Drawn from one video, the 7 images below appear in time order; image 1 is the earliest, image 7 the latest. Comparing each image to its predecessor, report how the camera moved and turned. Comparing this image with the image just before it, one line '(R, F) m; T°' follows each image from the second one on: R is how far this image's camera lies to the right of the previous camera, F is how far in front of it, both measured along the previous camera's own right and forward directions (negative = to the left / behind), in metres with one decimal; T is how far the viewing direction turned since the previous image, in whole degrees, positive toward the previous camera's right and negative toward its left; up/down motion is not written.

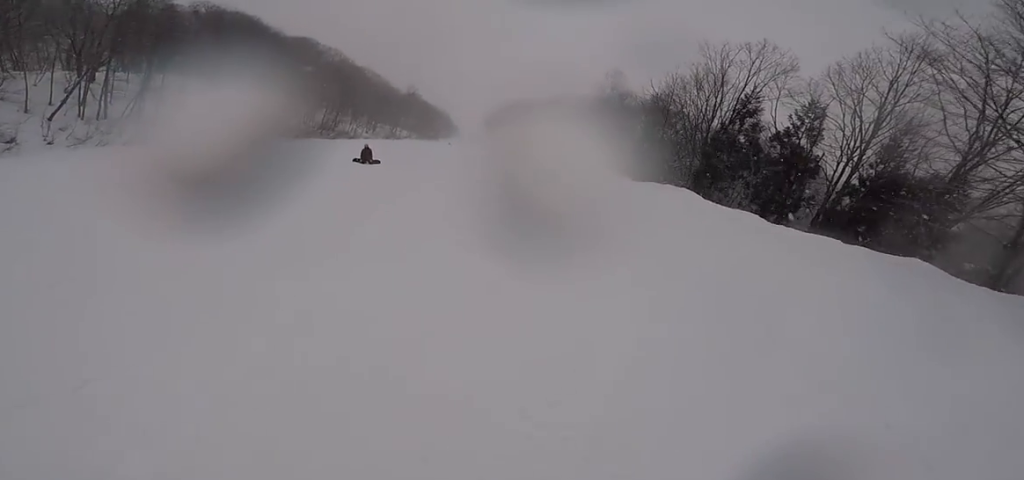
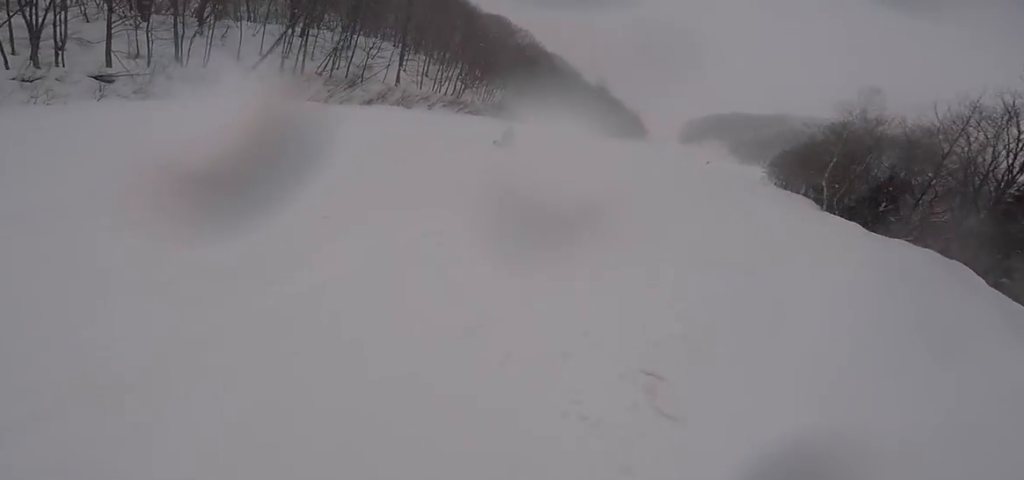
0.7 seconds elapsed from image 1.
(-1.9, +3.8) m; -22°
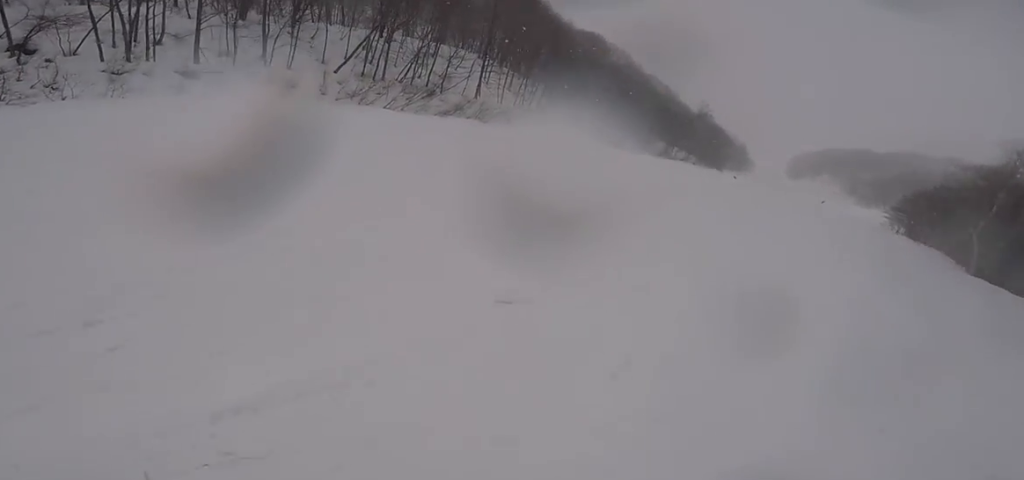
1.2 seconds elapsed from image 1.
(-0.3, +3.2) m; -11°
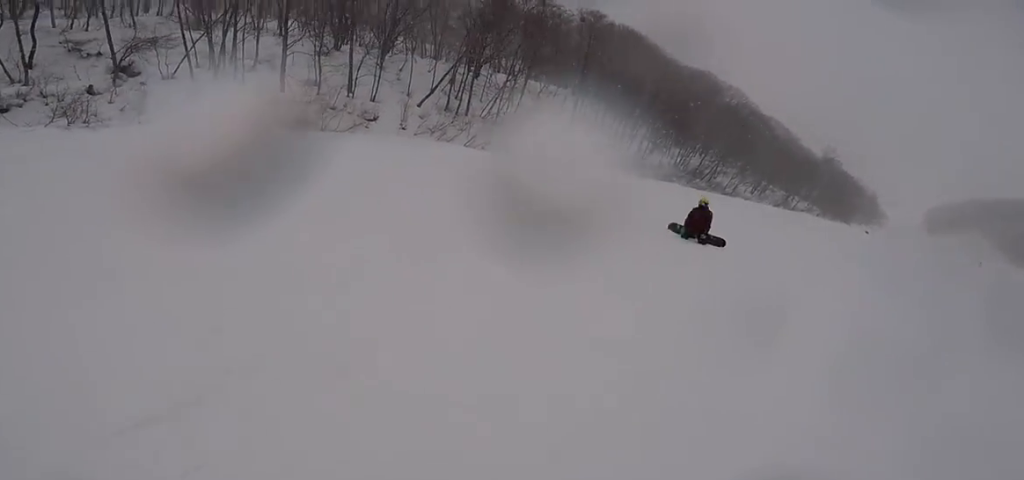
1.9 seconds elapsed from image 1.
(+0.3, +3.9) m; -10°
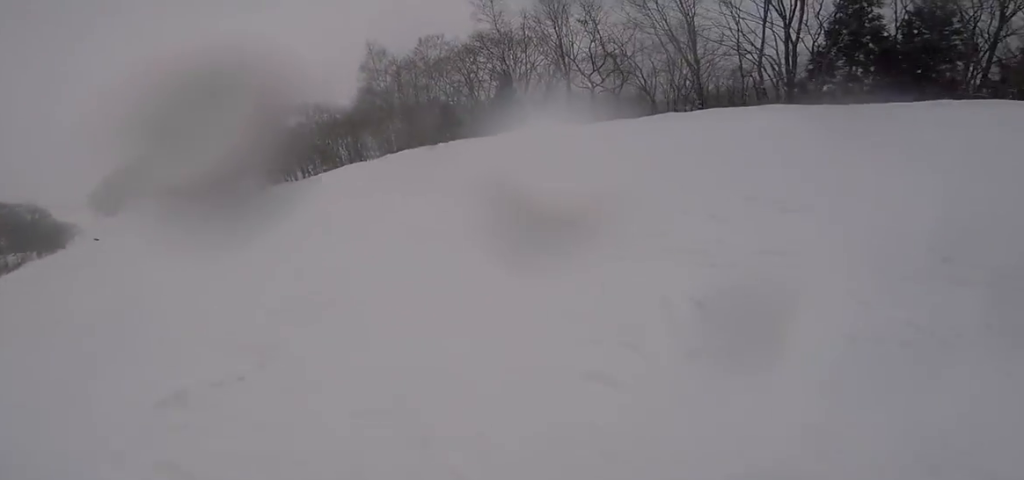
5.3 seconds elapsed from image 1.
(+3.5, +17.3) m; +63°
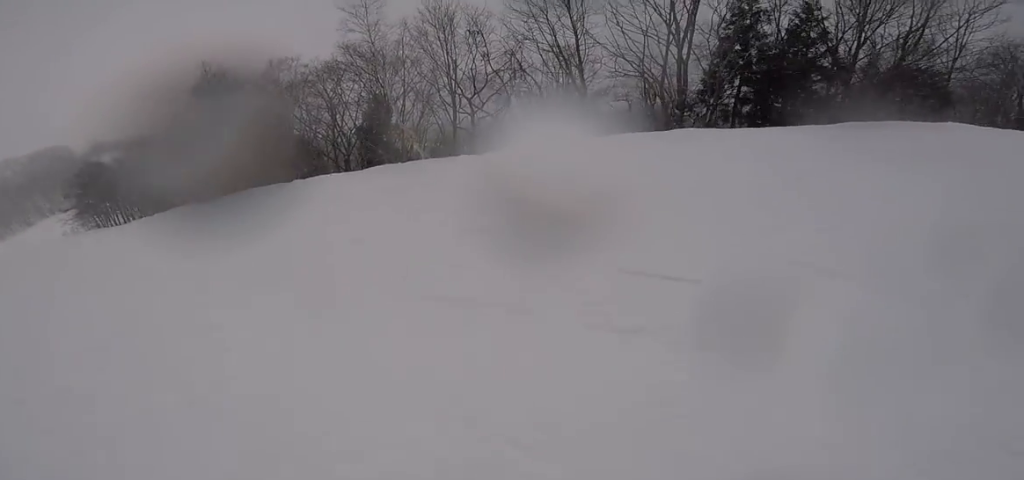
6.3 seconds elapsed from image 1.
(+0.9, +4.8) m; +13°
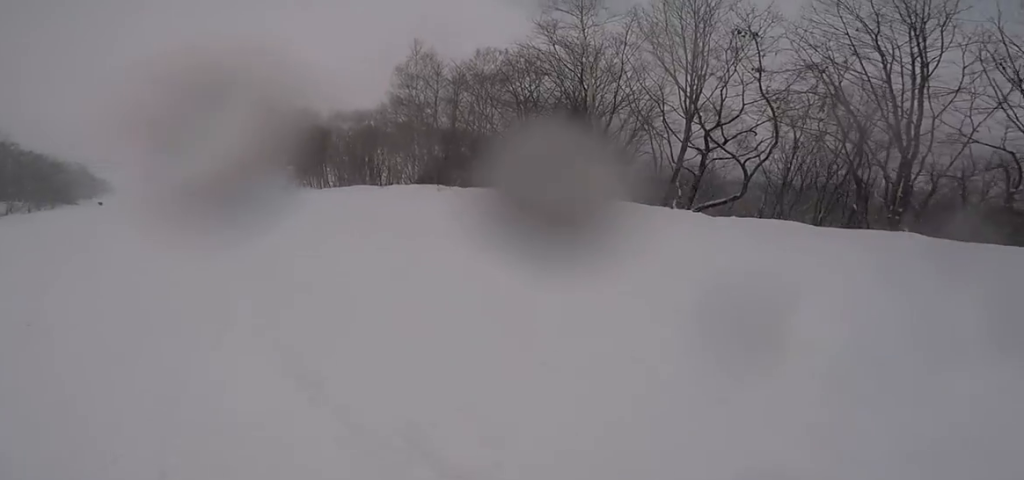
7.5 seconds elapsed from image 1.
(+0.2, +6.5) m; -10°
